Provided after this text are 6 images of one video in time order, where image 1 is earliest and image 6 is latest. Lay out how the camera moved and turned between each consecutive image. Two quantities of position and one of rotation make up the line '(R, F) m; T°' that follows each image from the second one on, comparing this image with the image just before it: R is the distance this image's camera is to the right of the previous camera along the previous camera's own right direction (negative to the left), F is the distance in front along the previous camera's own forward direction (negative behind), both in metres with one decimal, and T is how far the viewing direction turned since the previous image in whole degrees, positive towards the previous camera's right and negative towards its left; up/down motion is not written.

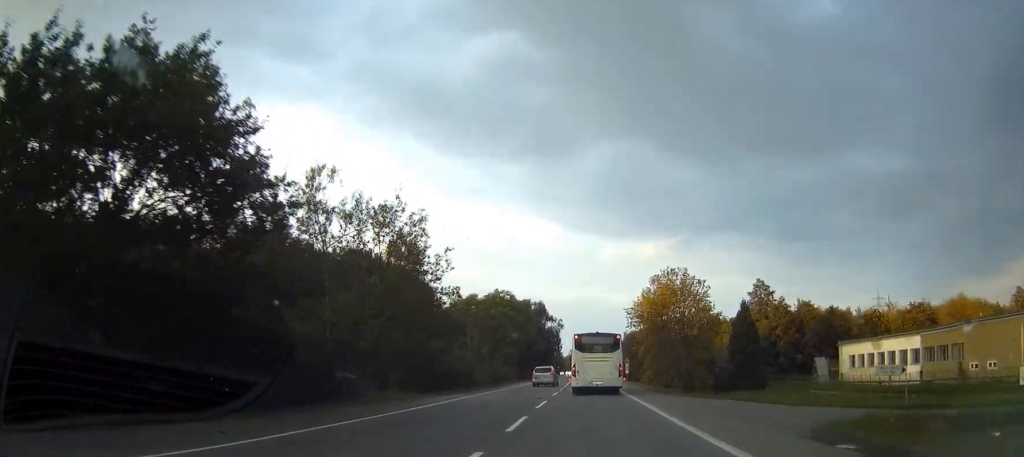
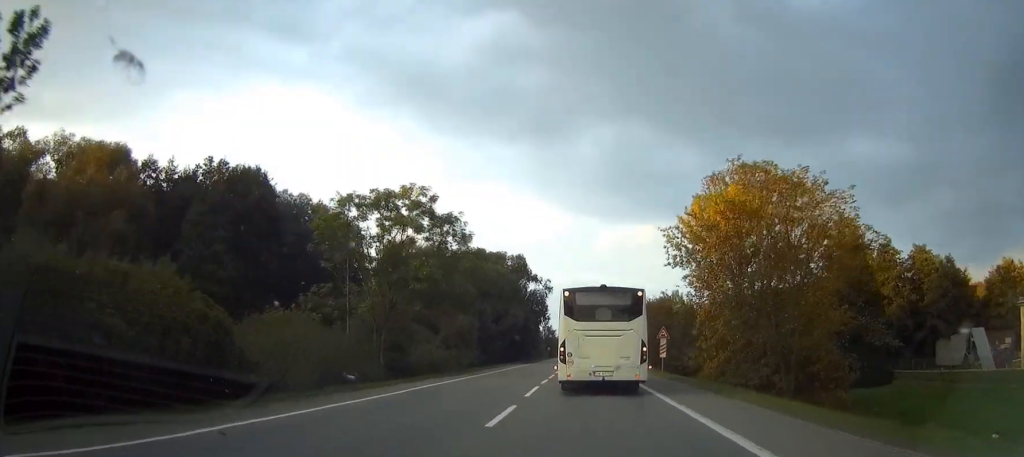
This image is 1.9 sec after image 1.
(+0.4, +41.9) m; +1°
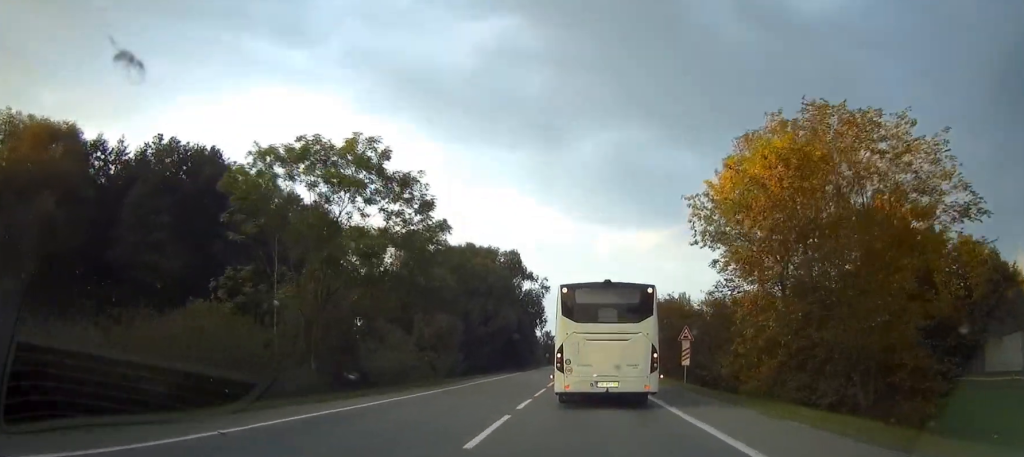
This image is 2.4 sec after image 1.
(0.0, +10.6) m; 0°
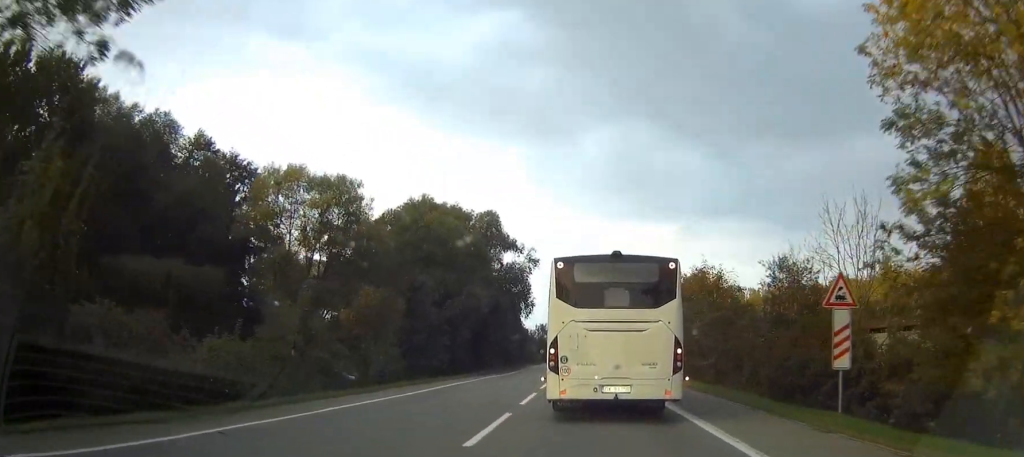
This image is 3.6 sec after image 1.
(-0.1, +24.4) m; 0°
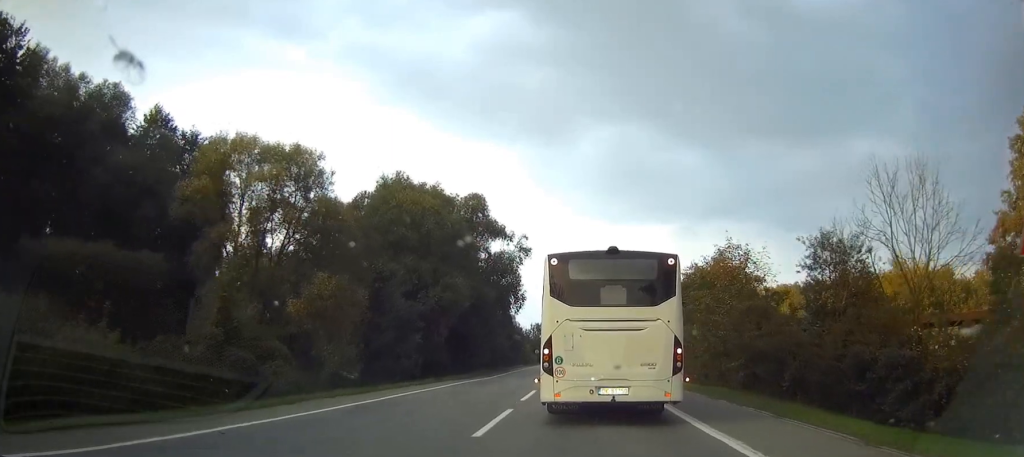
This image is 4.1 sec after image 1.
(0.0, +8.4) m; 0°
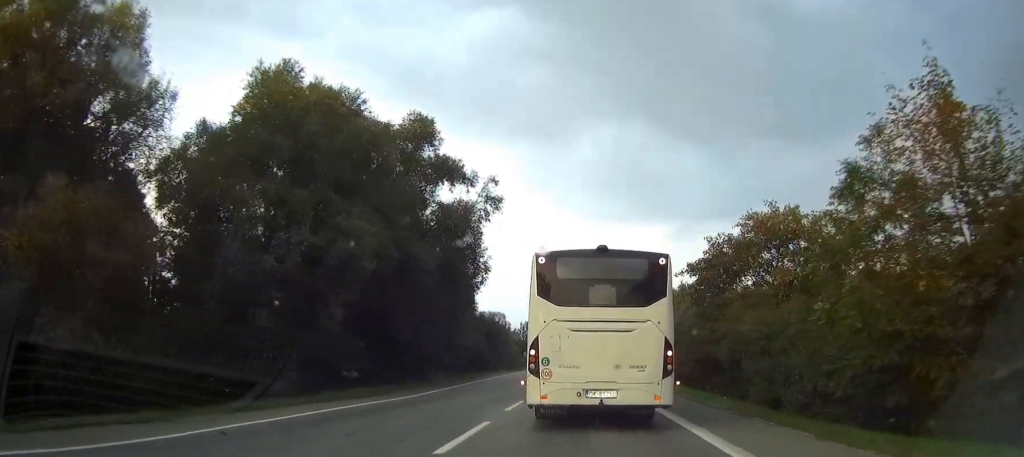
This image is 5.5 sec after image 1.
(+0.1, +21.8) m; +1°
